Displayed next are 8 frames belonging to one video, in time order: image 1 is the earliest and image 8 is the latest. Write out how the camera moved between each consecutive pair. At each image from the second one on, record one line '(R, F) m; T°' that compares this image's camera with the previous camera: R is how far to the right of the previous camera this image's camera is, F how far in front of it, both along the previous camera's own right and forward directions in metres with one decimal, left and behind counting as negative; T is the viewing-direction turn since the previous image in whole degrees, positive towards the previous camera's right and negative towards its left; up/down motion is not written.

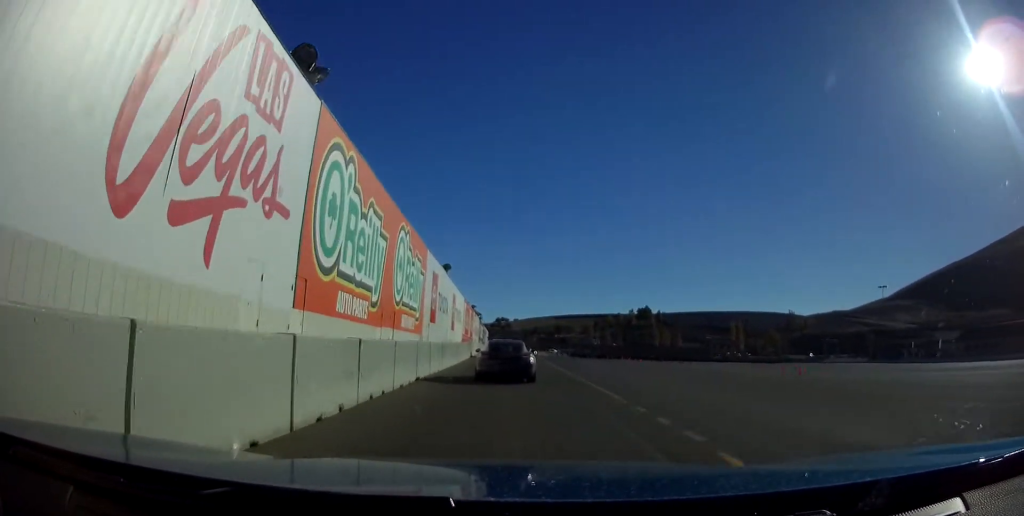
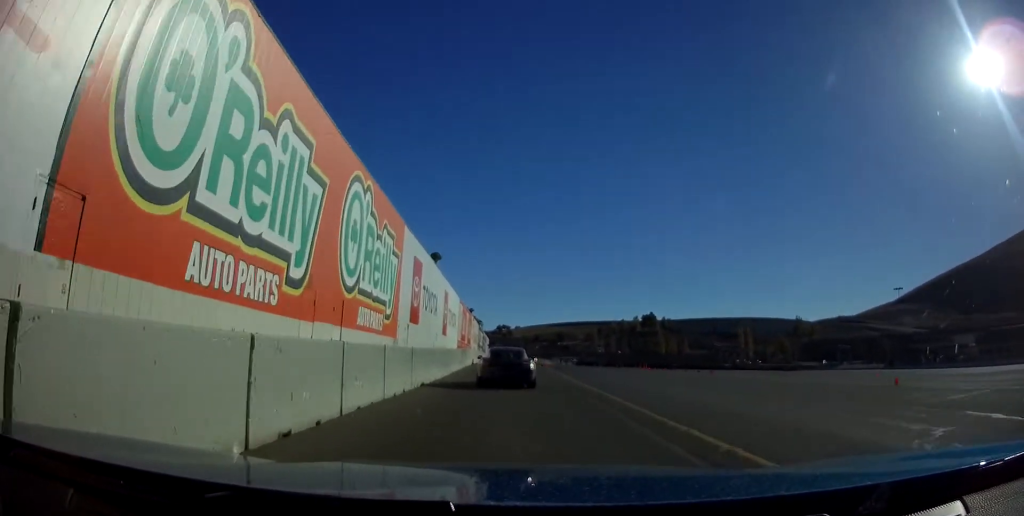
(0.0, +8.9) m; 0°
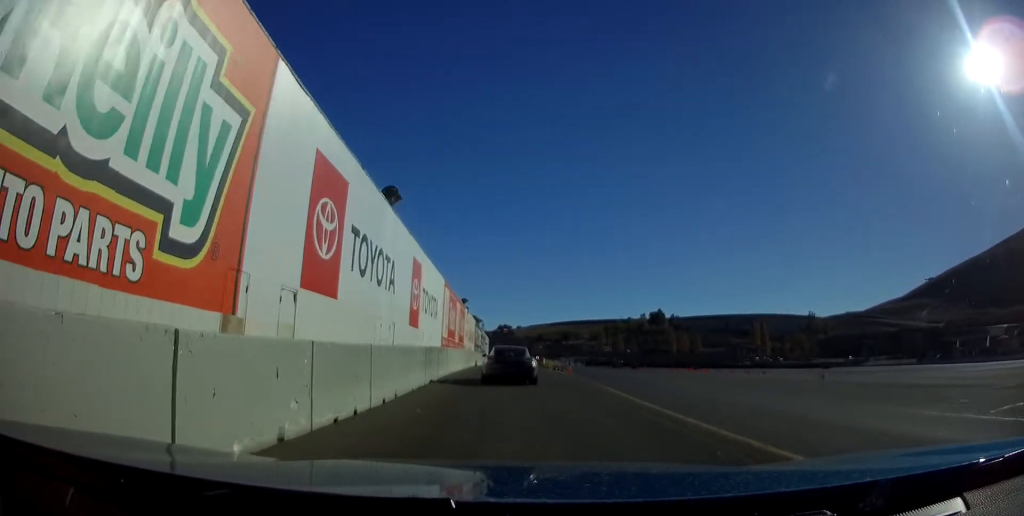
(-0.1, +16.8) m; -1°
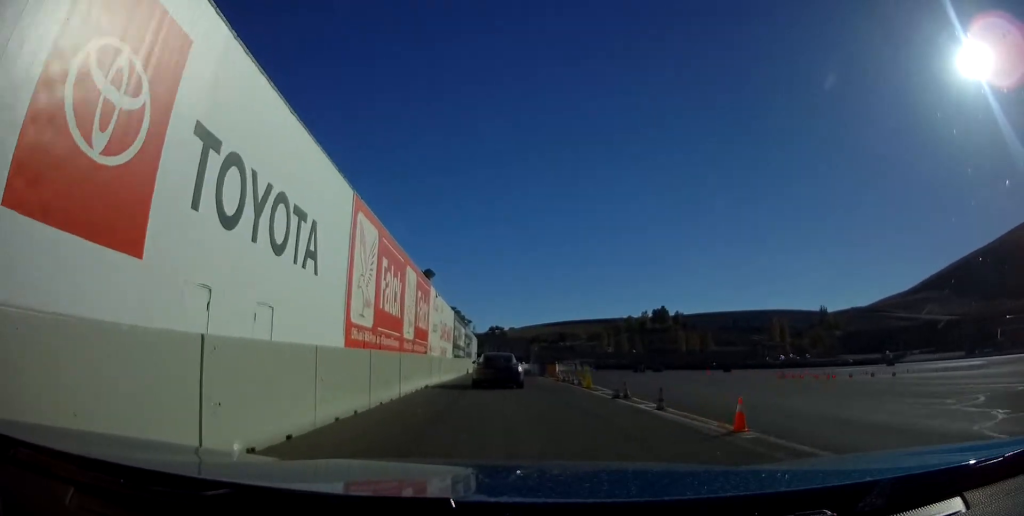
(-0.5, +25.3) m; -2°
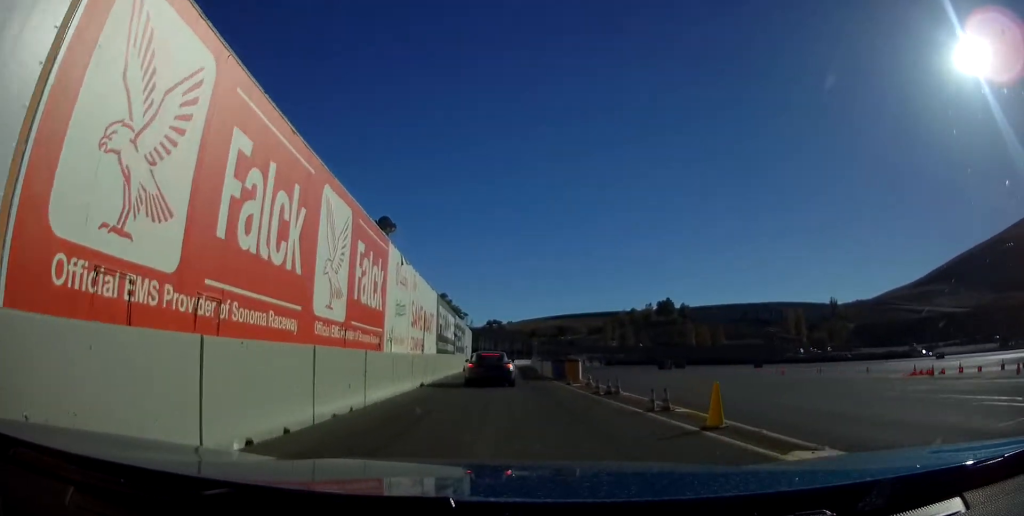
(+0.1, +14.4) m; 0°
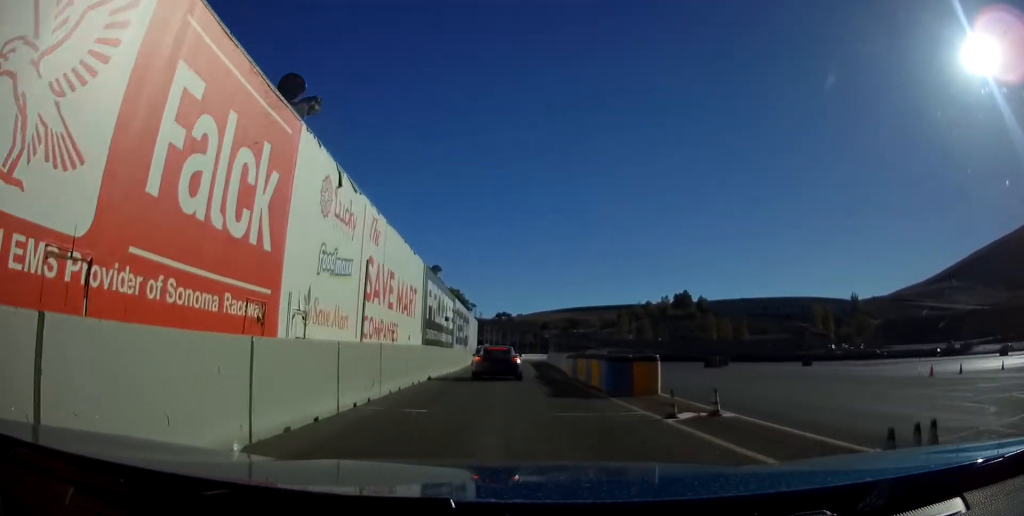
(0.0, +13.8) m; 0°
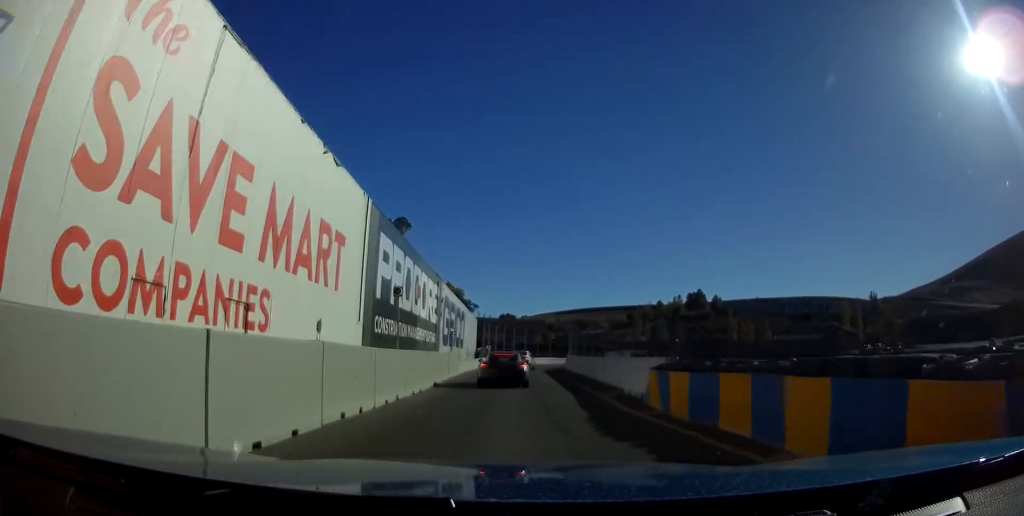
(+0.1, +16.2) m; 0°
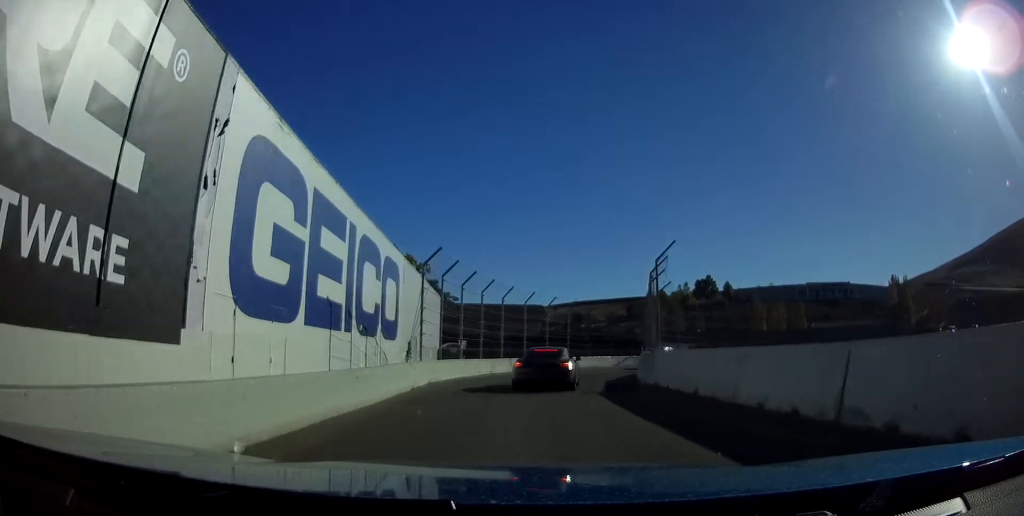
(-0.4, +33.1) m; +1°
